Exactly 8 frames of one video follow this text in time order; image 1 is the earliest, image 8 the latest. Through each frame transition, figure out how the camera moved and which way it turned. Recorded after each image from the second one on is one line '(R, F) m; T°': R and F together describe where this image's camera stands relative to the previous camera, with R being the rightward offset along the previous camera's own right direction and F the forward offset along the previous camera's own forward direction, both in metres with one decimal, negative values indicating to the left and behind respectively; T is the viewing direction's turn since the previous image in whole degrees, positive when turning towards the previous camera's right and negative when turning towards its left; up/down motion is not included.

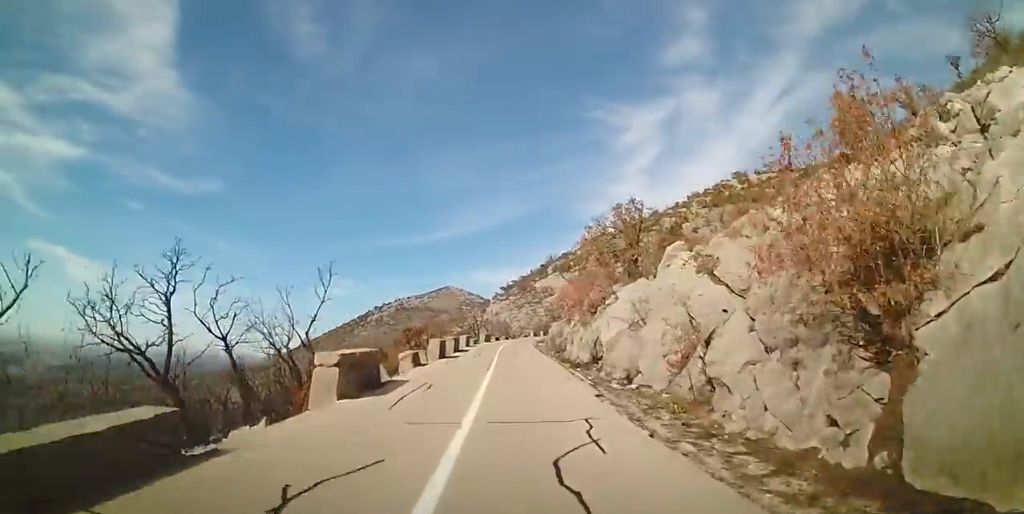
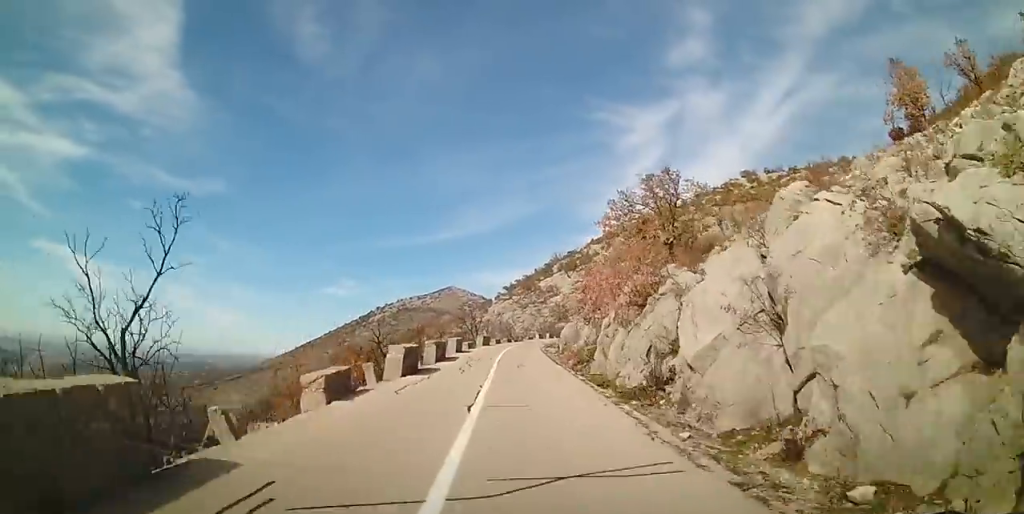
(0.0, +8.6) m; -1°
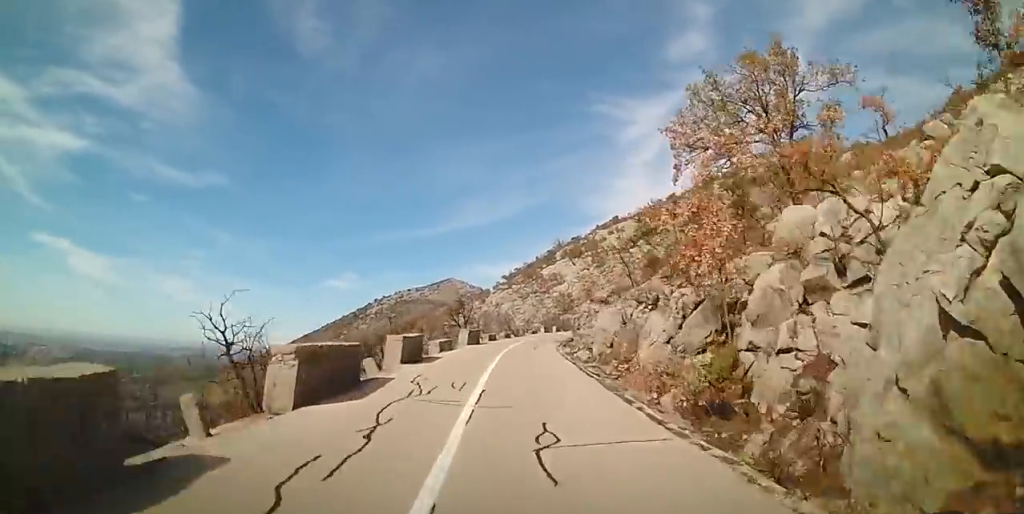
(-0.2, +15.1) m; -1°
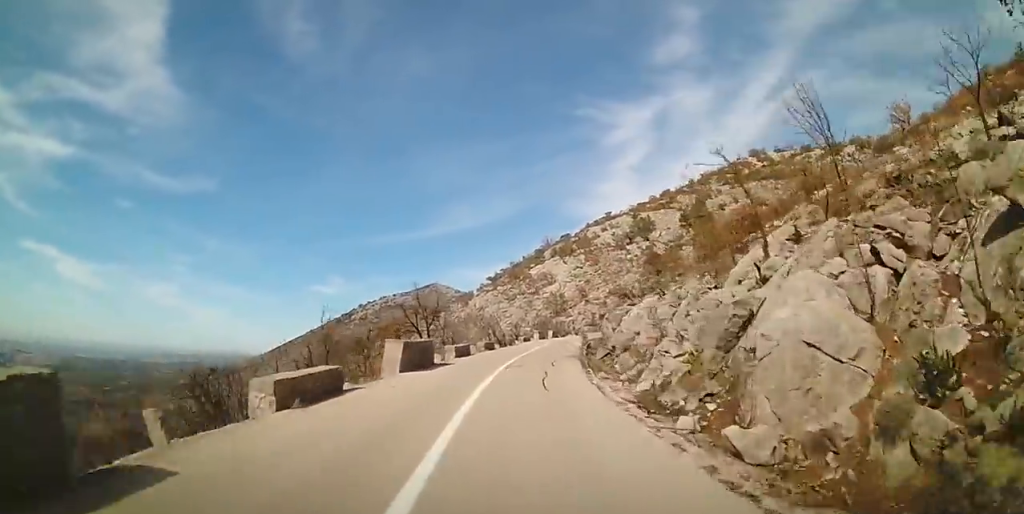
(0.0, +15.5) m; +2°
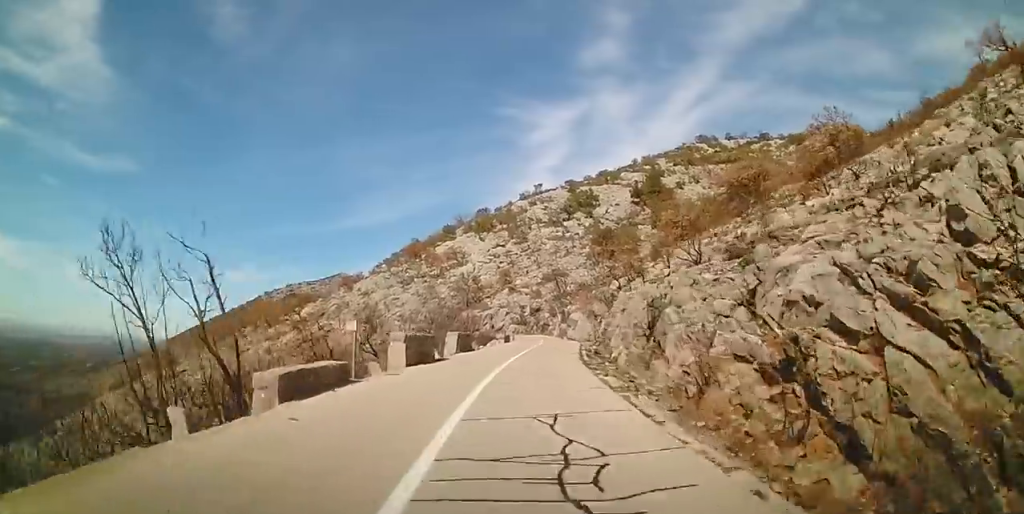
(+2.8, +37.1) m; +8°
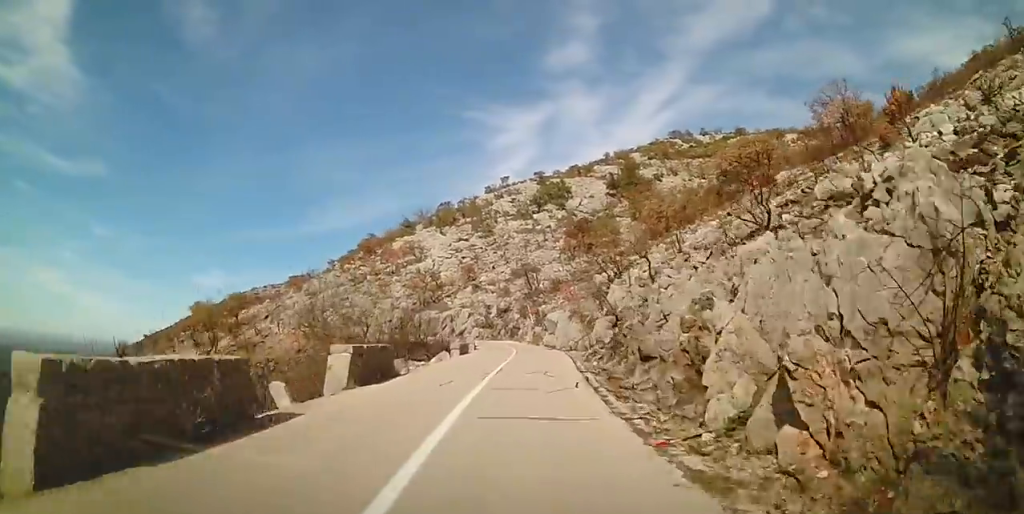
(0.0, +11.1) m; 0°
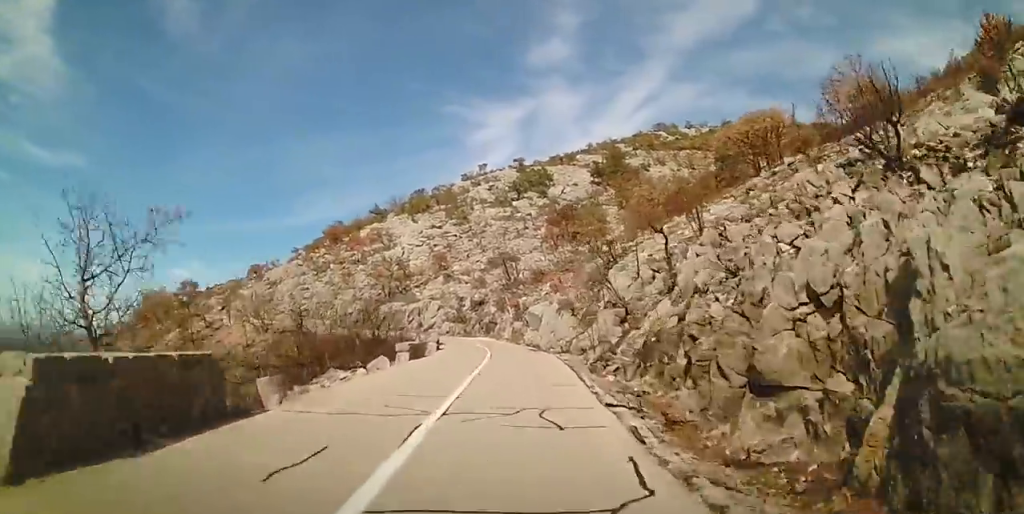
(0.0, +7.6) m; 0°
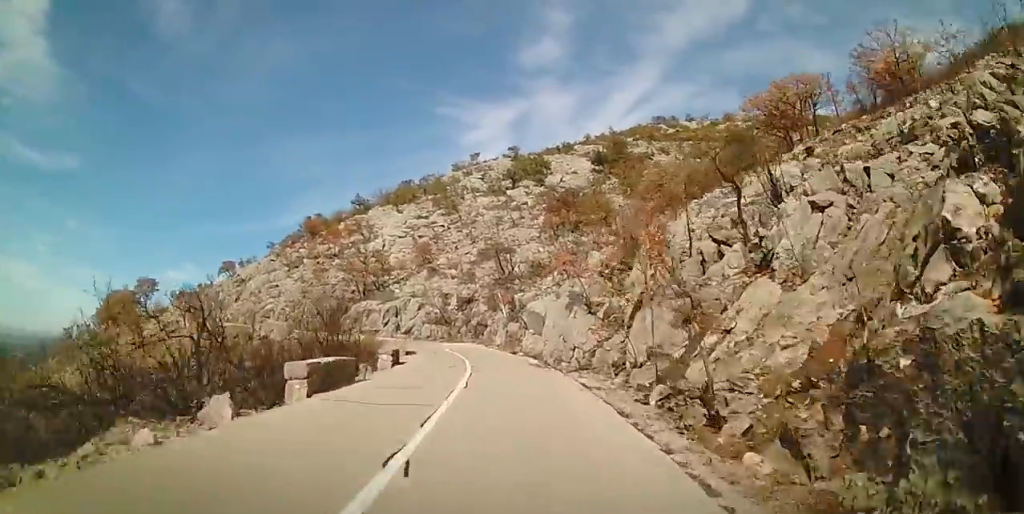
(0.0, +8.7) m; 0°
